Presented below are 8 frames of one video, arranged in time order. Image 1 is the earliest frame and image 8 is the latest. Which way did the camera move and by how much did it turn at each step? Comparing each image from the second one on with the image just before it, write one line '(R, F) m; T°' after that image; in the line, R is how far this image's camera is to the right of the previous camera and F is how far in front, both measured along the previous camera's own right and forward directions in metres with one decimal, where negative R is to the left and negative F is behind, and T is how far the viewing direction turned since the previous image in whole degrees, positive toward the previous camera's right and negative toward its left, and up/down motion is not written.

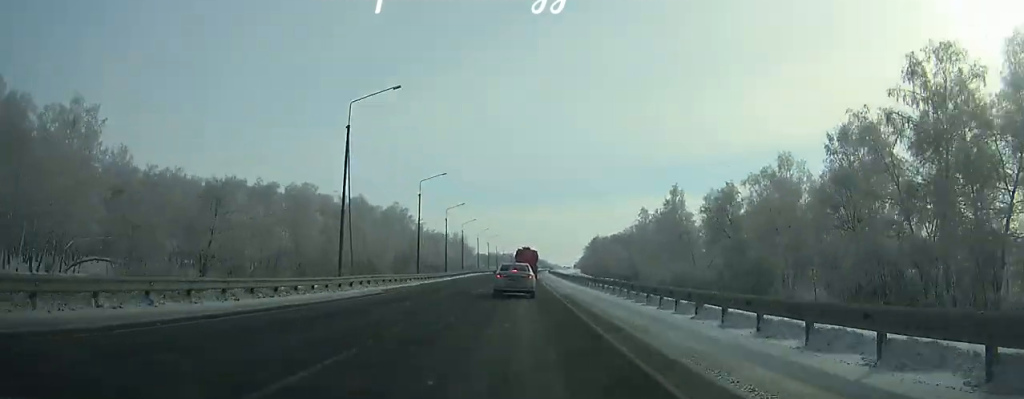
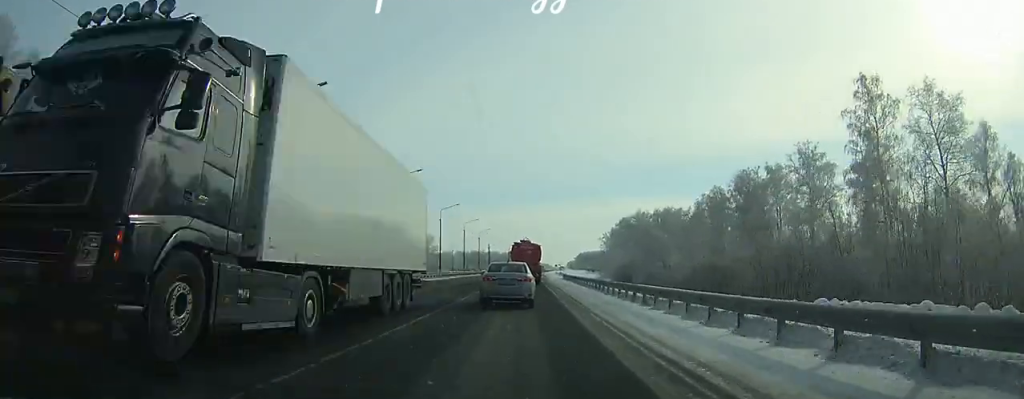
(+1.7, +111.3) m; +2°
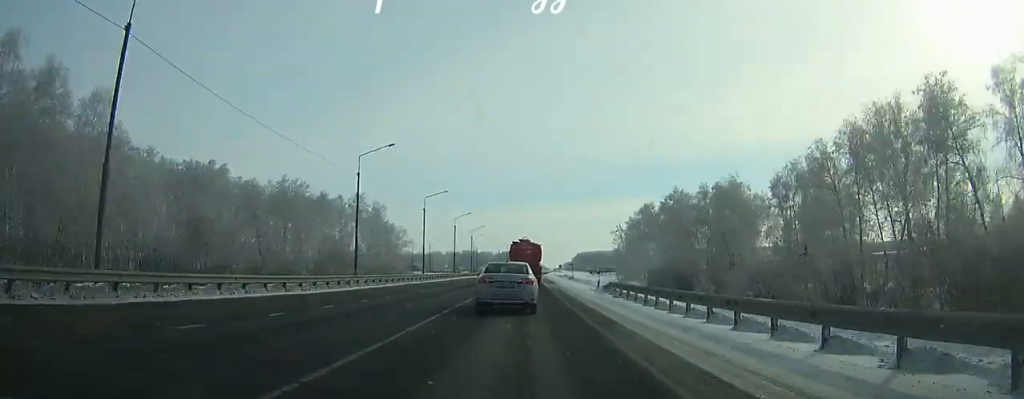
(+0.1, +39.8) m; 0°
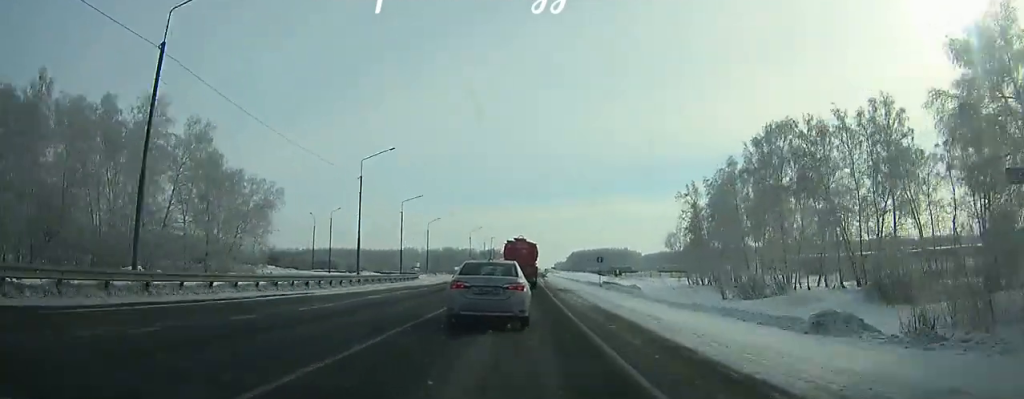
(+0.5, +77.4) m; +1°
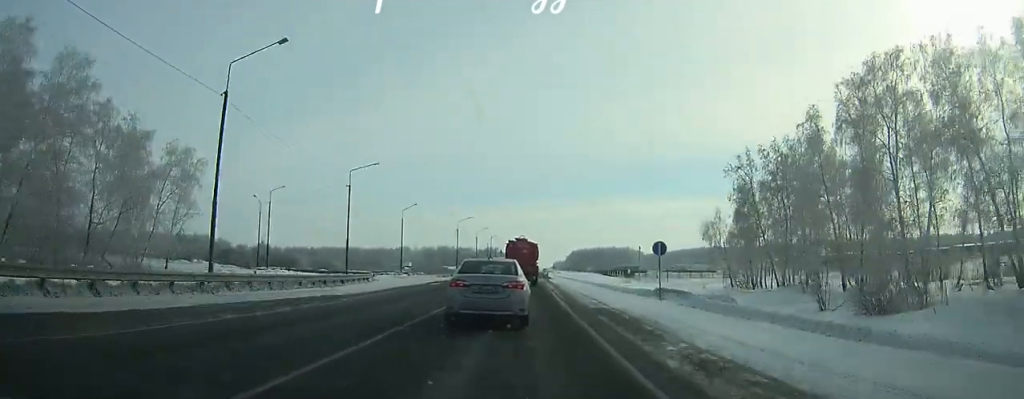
(-0.1, +22.1) m; 0°
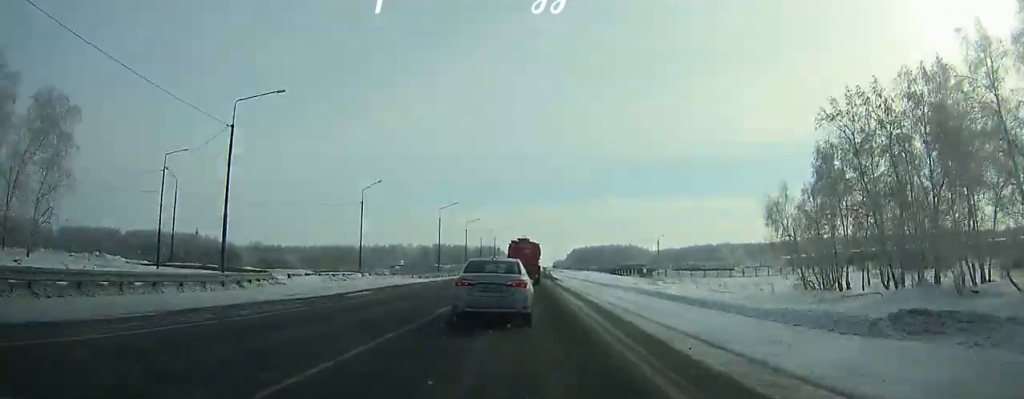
(+0.1, +21.9) m; 0°
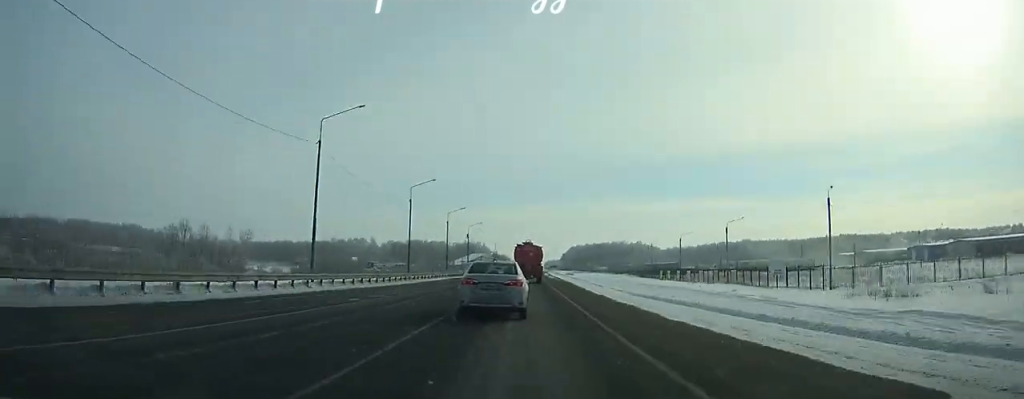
(+0.7, +78.5) m; +1°
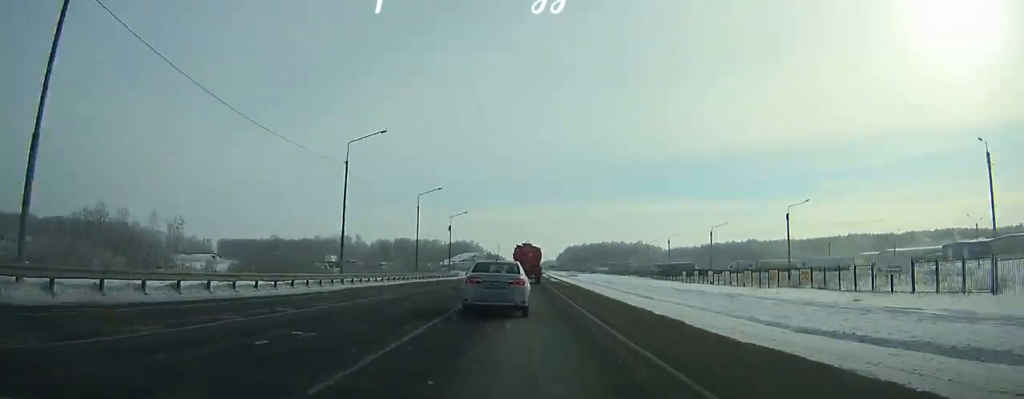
(+0.1, +21.6) m; 0°
